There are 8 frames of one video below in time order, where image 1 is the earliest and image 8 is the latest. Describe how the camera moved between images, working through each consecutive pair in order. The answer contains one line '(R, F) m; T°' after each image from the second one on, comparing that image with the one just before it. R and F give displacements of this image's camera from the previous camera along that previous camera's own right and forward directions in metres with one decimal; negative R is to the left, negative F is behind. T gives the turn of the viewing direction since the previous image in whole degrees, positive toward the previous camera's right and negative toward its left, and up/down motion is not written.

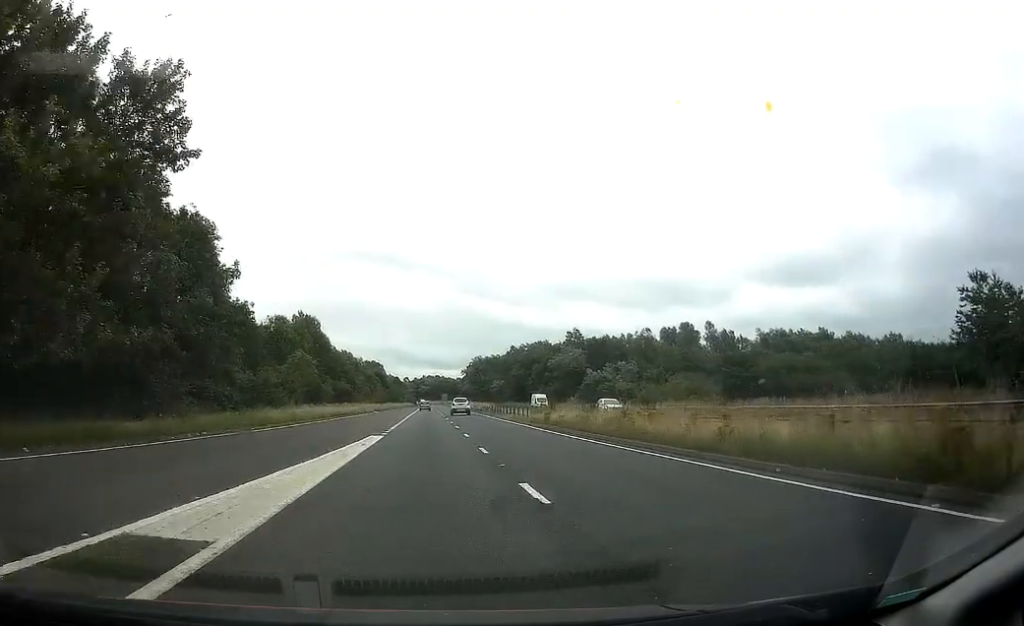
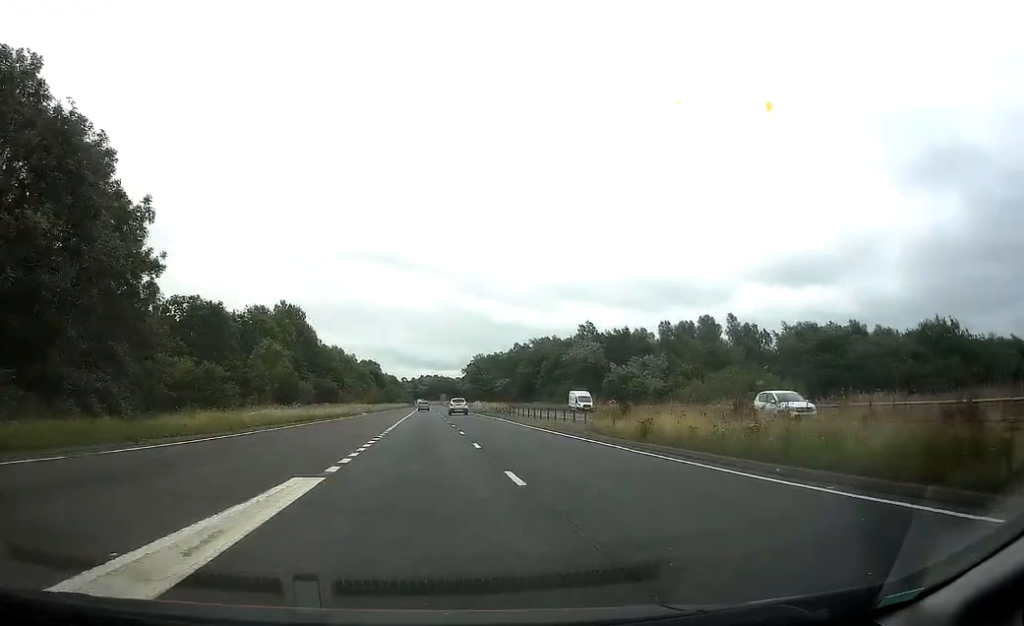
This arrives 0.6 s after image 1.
(0.0, +14.9) m; 0°
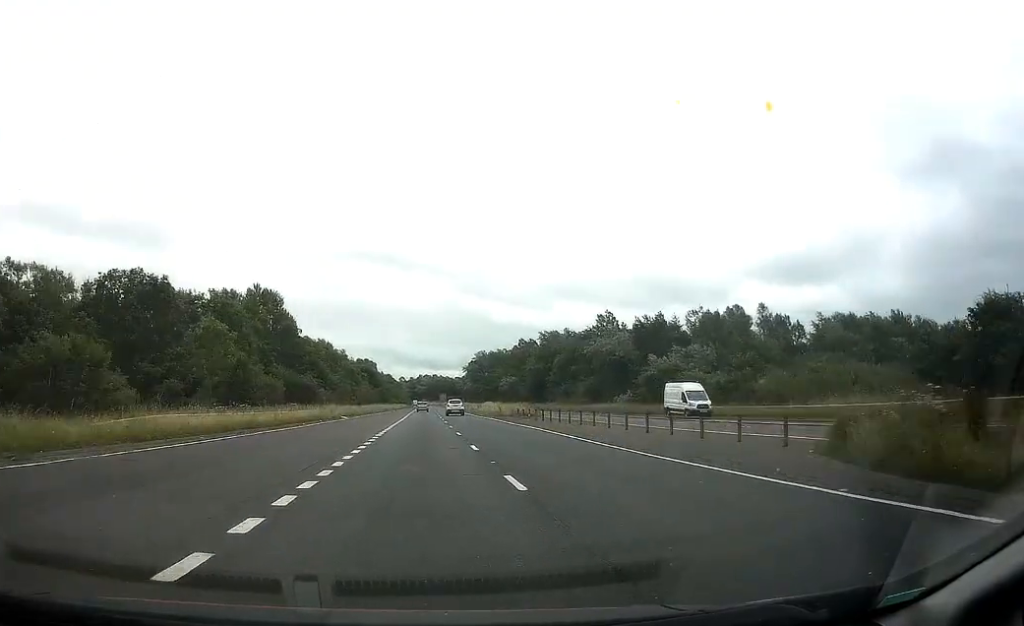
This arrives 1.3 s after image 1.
(0.0, +18.5) m; 0°
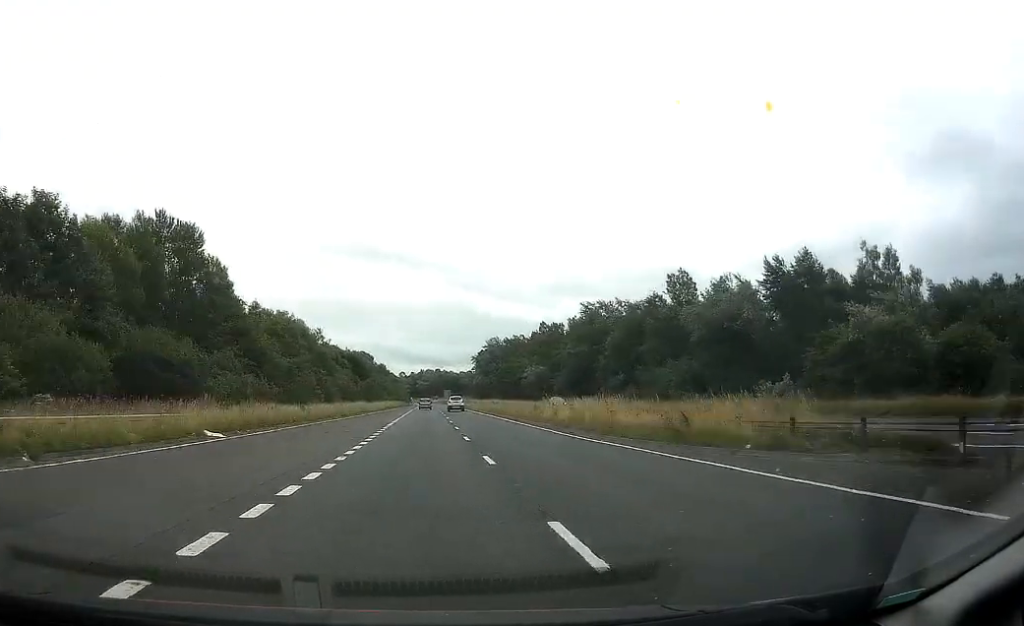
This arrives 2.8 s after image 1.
(-0.6, +41.0) m; -1°
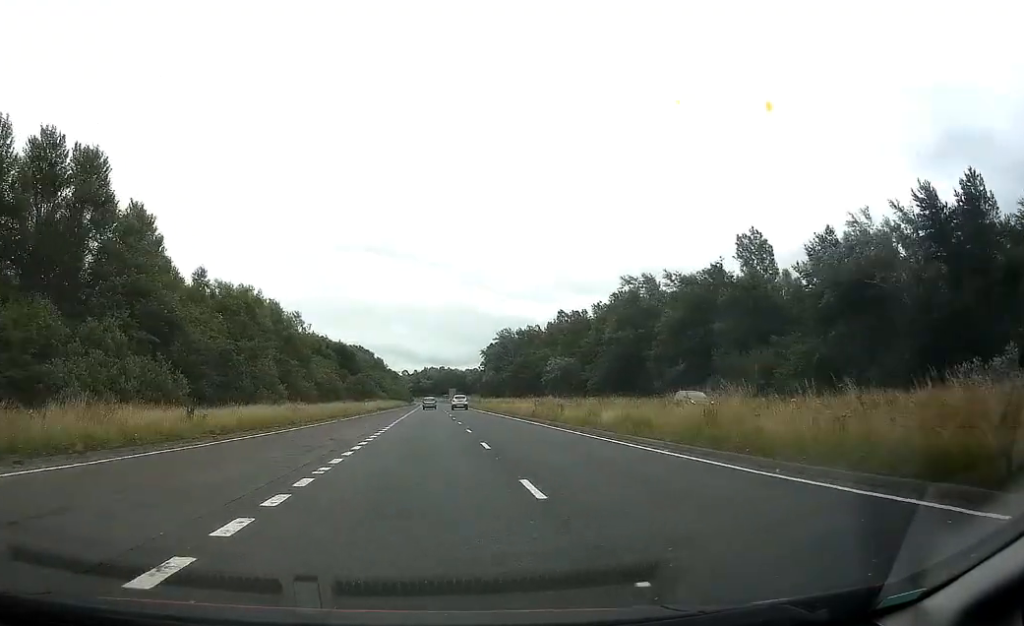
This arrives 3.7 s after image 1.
(0.0, +22.3) m; +1°
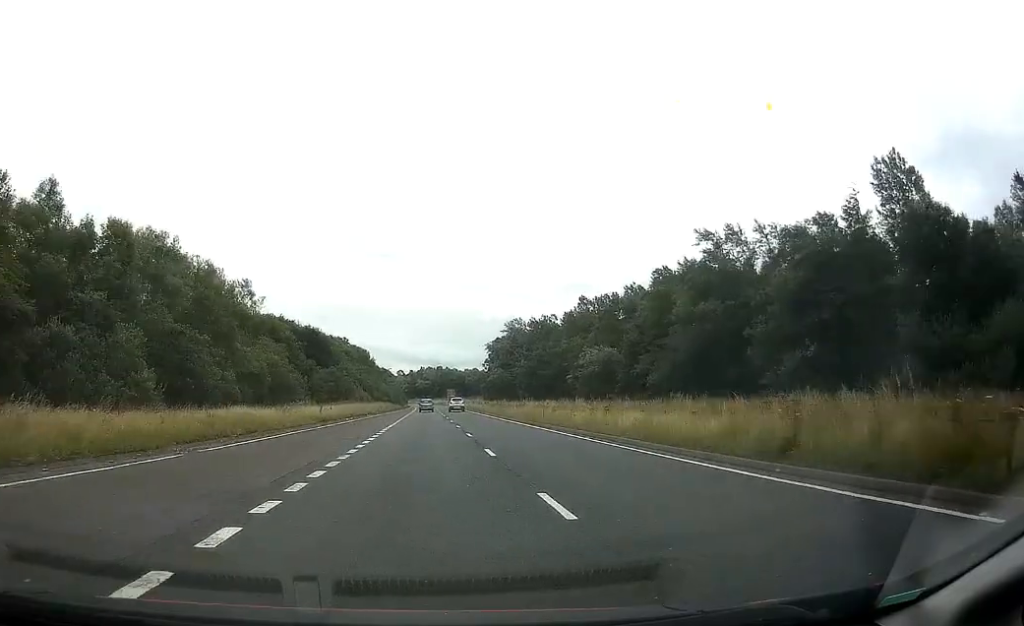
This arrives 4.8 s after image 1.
(+0.3, +28.3) m; +1°
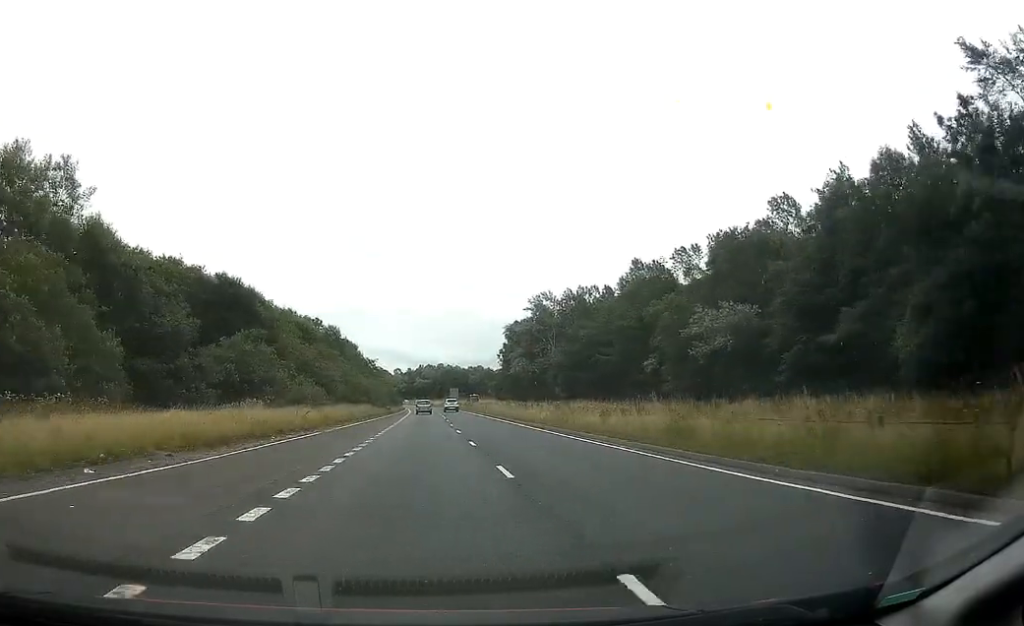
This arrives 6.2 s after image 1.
(-0.1, +39.2) m; 0°
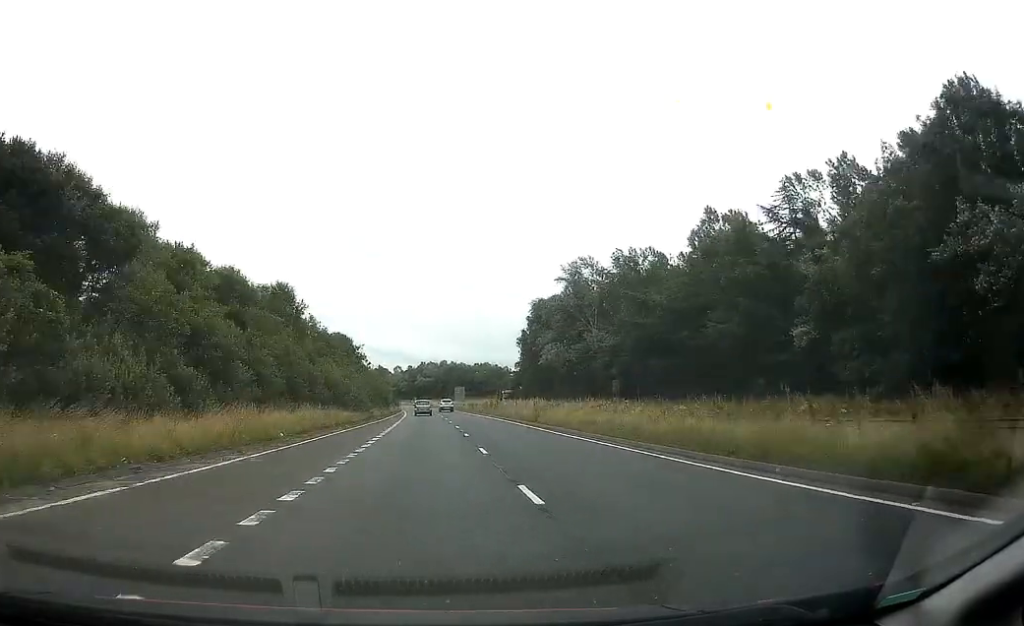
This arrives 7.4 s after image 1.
(-0.1, +30.0) m; 0°
